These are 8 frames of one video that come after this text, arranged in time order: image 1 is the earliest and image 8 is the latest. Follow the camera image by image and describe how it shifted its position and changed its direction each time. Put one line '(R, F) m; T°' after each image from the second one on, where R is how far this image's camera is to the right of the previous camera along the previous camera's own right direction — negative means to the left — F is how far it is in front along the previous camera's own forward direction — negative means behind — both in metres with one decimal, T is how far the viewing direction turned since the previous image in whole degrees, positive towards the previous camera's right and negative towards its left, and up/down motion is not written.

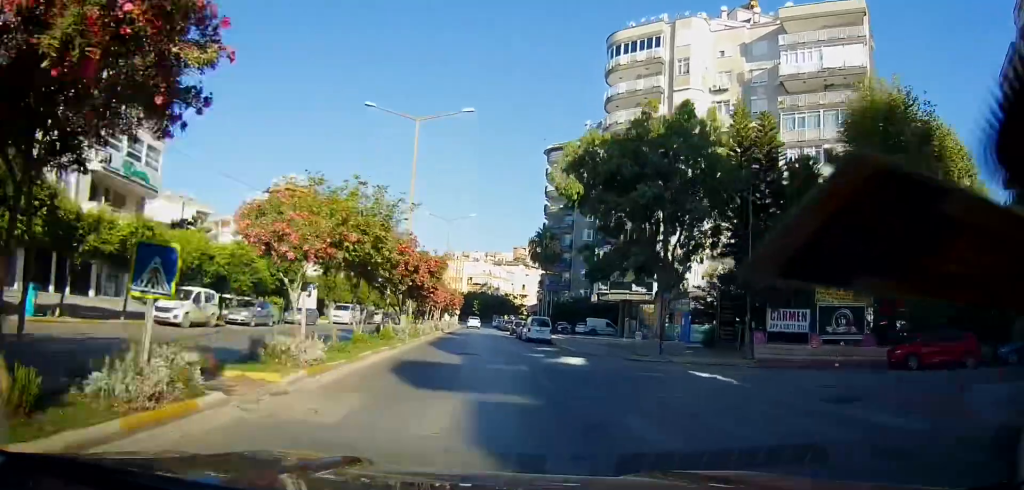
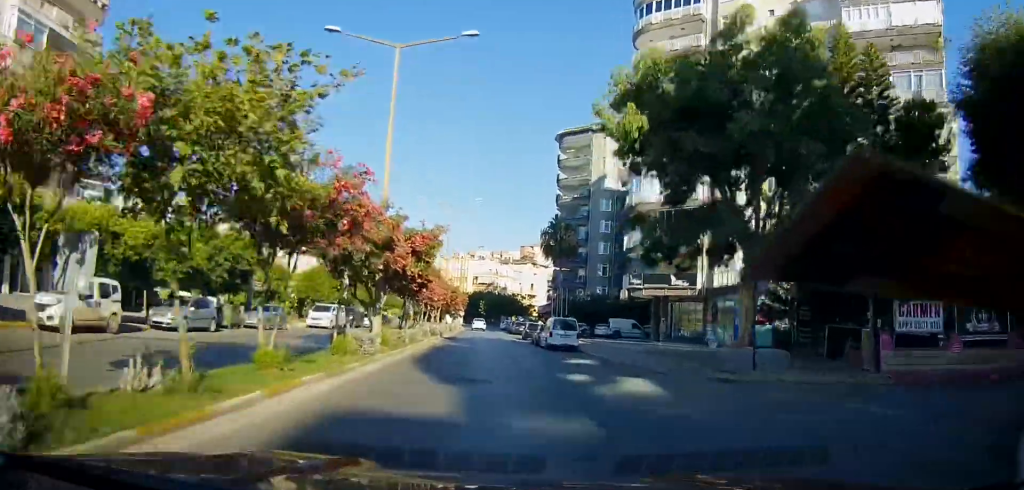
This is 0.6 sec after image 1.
(+0.1, +8.2) m; -1°
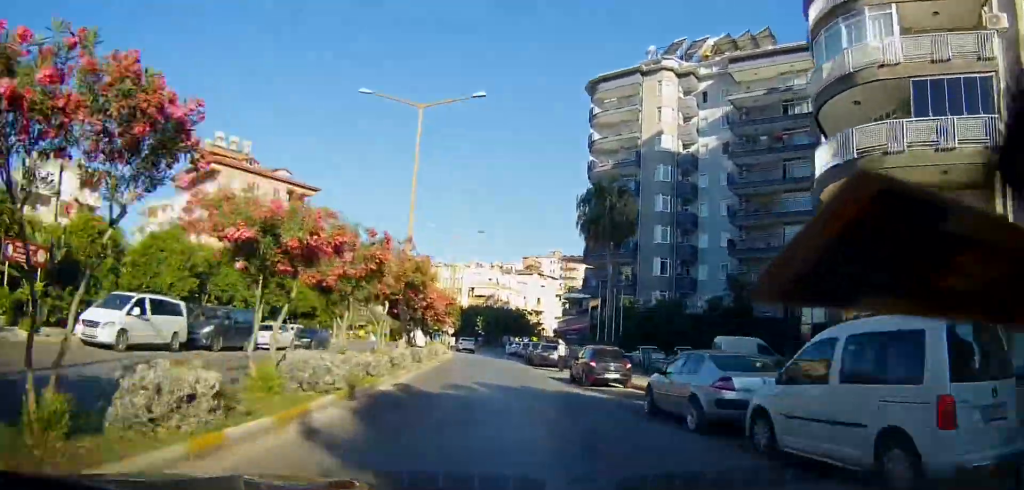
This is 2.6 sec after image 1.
(0.0, +25.5) m; 0°
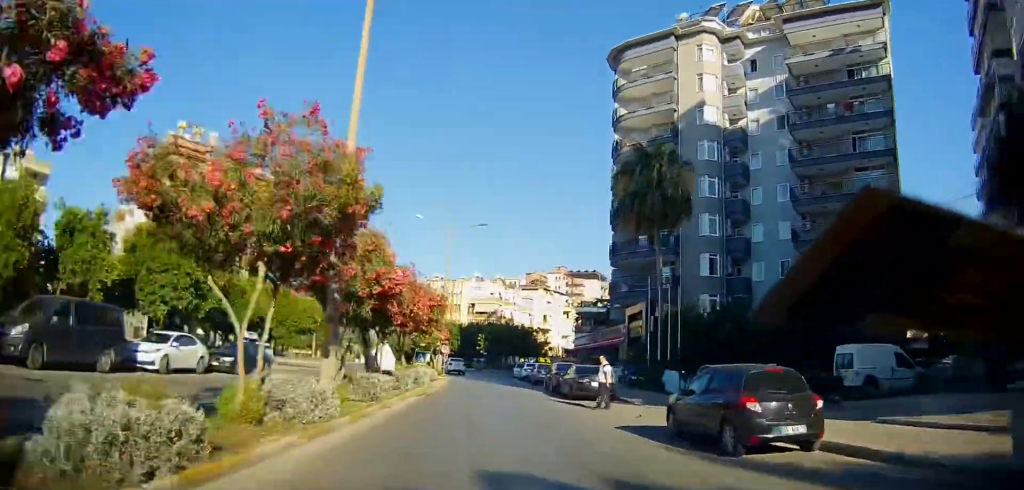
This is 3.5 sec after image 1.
(-0.4, +11.0) m; -2°
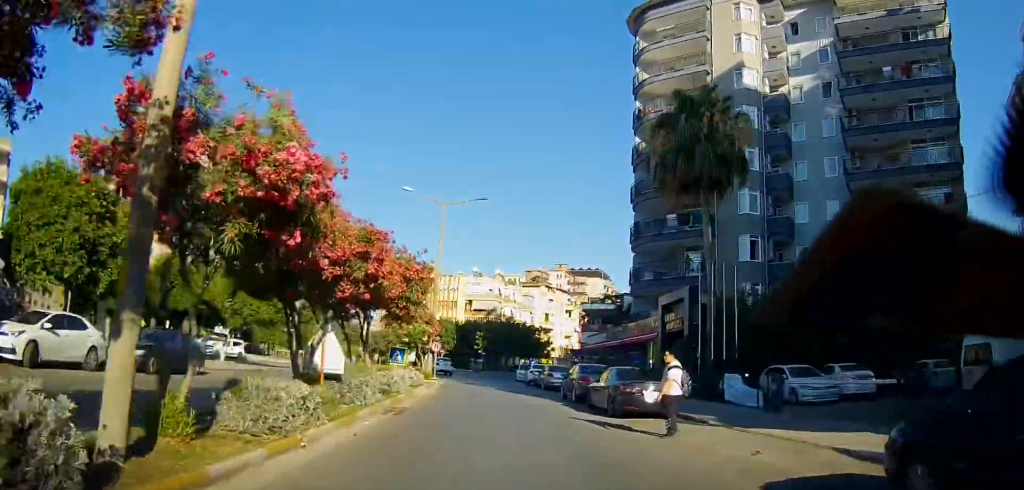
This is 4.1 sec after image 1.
(0.0, +6.7) m; +1°
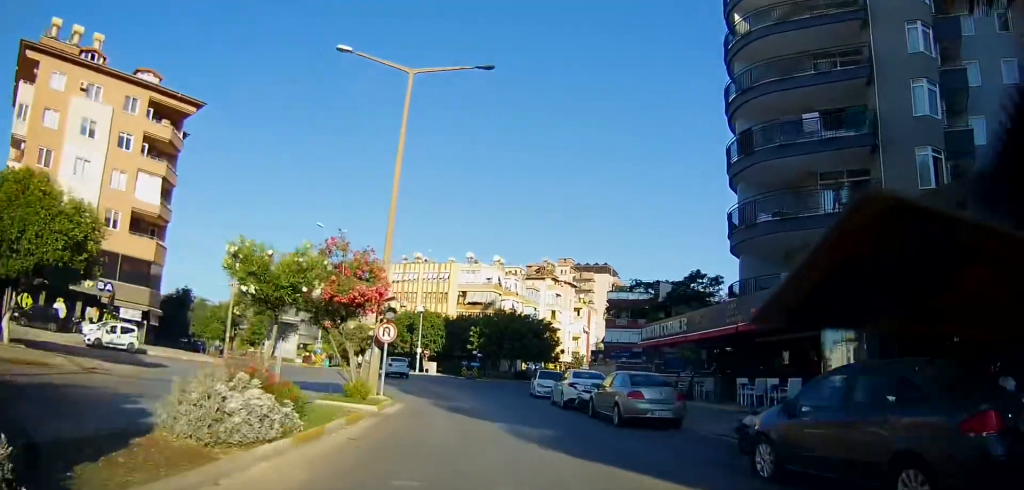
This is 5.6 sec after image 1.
(+0.7, +17.1) m; +4°
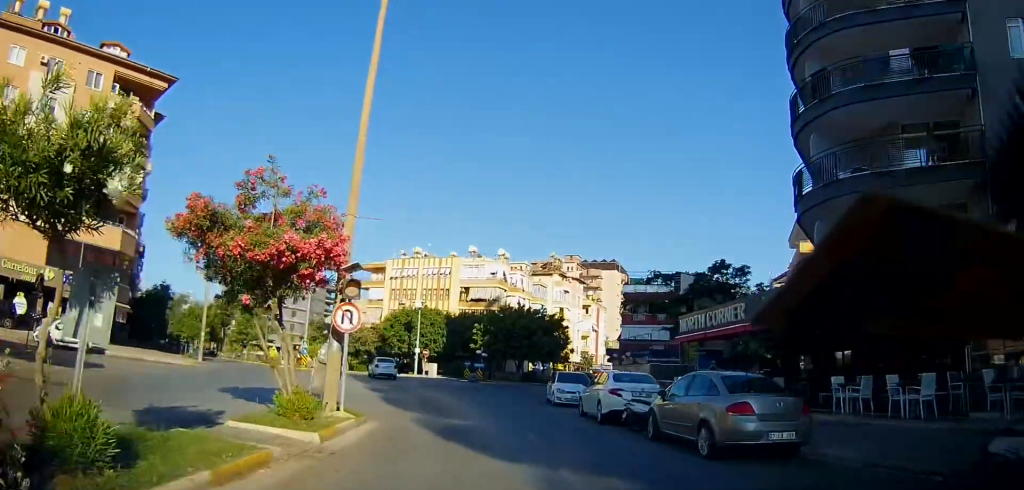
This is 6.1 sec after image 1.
(0.0, +5.7) m; -1°
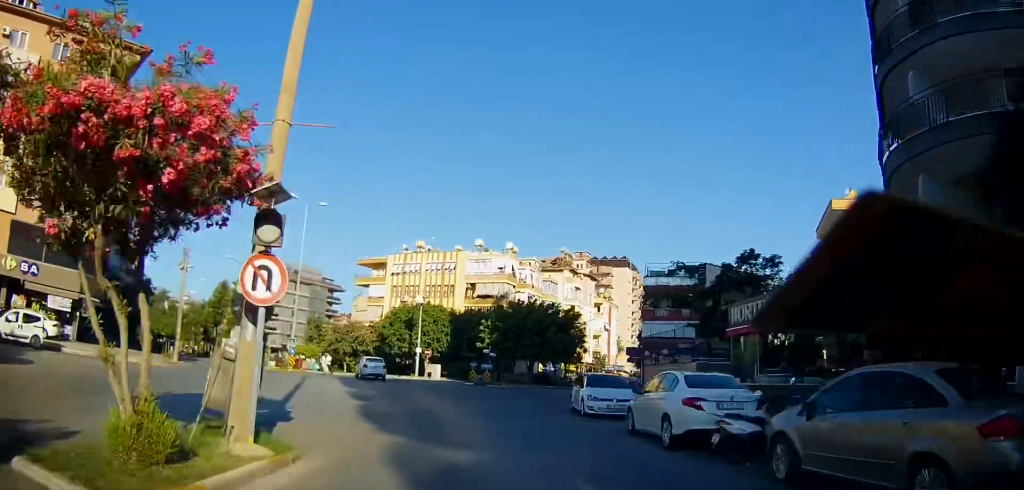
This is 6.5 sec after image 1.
(+0.1, +5.3) m; -1°
